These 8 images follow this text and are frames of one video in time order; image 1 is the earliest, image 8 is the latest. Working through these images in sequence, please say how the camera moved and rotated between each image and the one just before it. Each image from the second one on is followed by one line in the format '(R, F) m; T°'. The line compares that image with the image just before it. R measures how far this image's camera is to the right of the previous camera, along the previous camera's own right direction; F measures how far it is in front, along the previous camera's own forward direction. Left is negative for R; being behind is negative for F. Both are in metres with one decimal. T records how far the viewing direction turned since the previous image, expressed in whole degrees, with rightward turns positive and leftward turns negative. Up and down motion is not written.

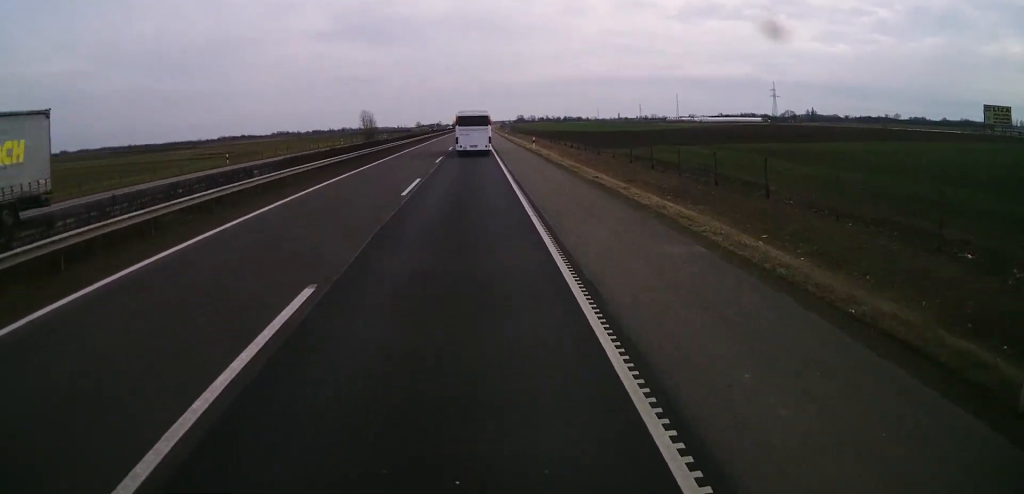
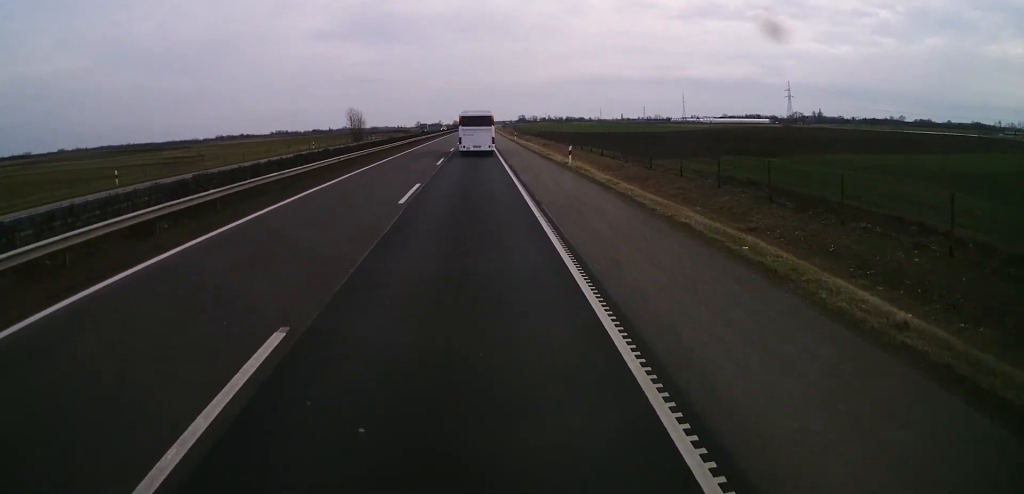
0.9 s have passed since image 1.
(0.0, +20.0) m; 0°
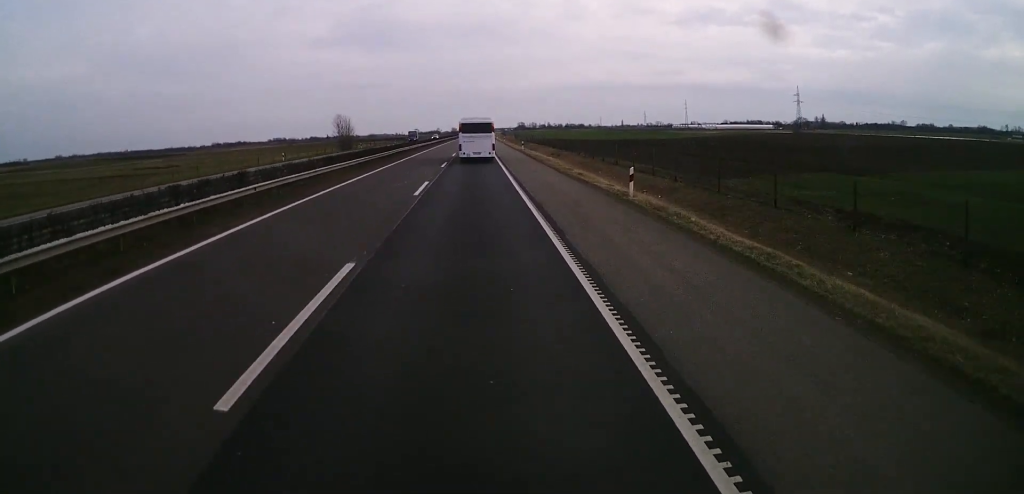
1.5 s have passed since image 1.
(-0.1, +13.9) m; 0°
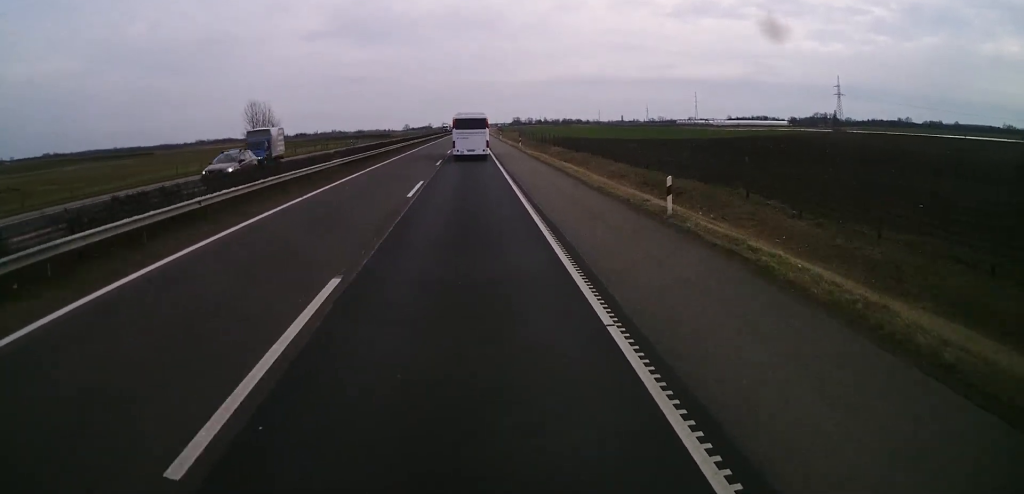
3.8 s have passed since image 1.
(-0.4, +54.6) m; 0°
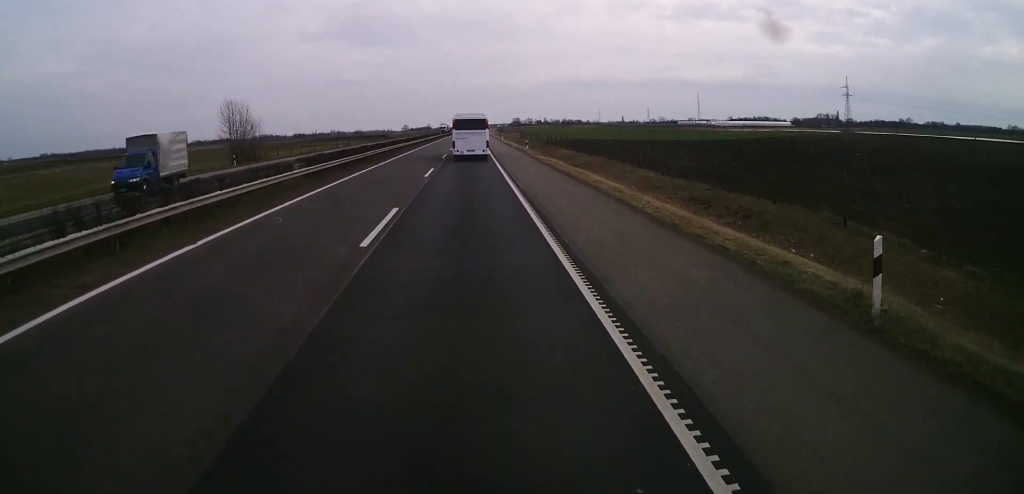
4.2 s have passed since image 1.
(+0.2, +9.2) m; 0°
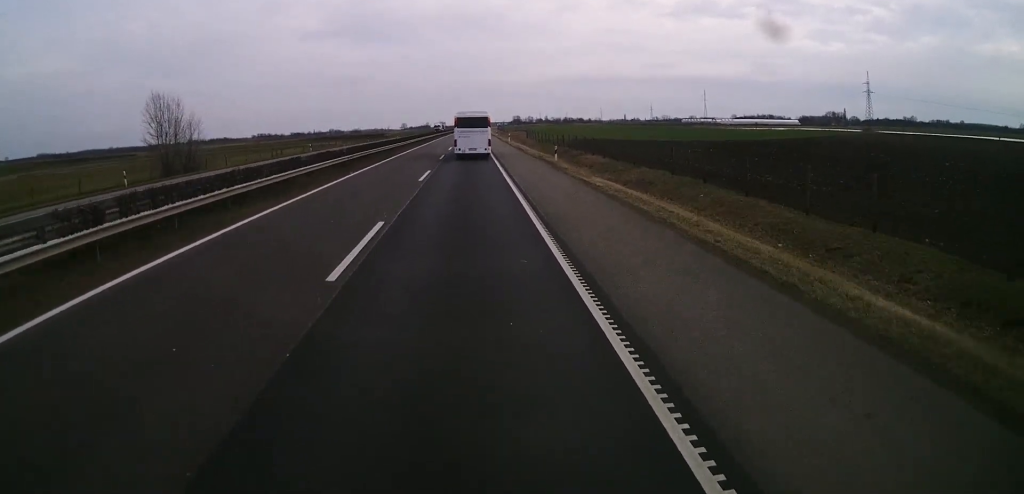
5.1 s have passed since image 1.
(-0.1, +20.8) m; 0°
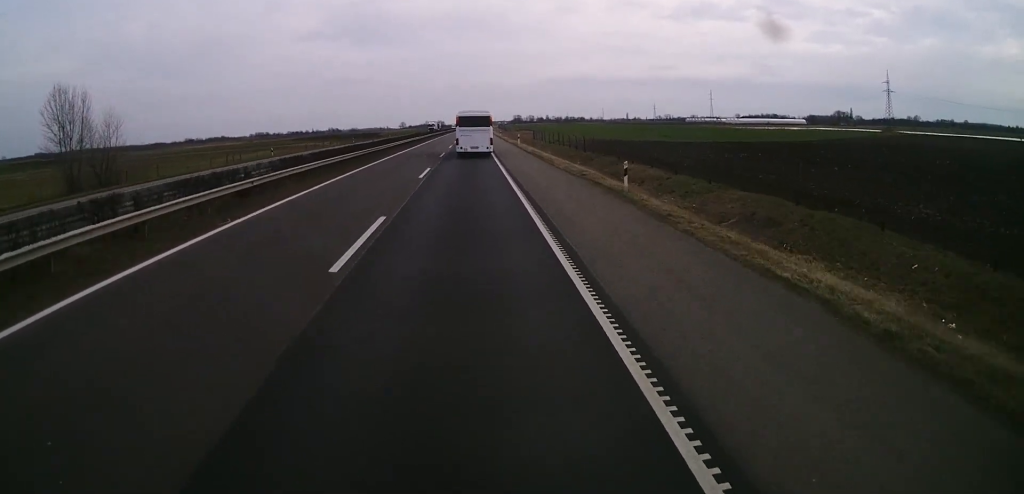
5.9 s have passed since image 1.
(+0.1, +17.7) m; 0°
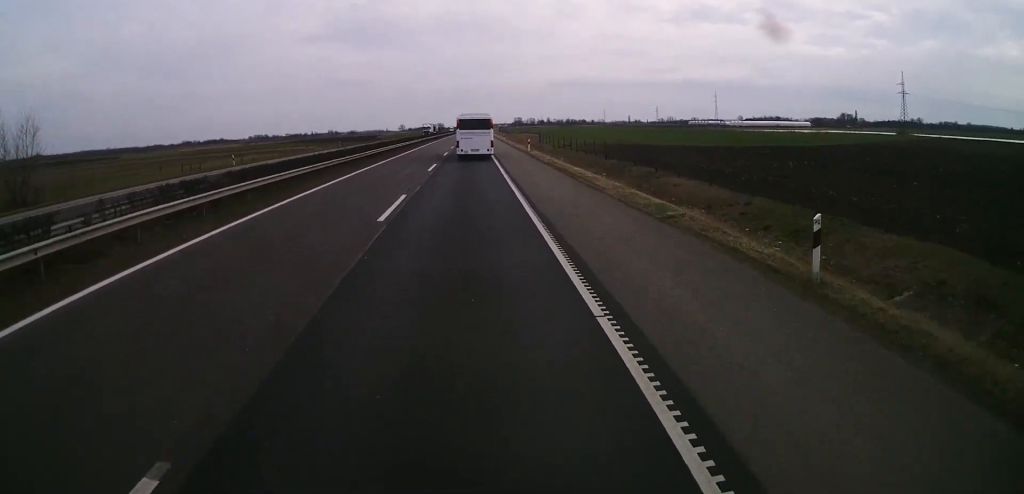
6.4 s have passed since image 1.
(+0.2, +12.3) m; 0°
